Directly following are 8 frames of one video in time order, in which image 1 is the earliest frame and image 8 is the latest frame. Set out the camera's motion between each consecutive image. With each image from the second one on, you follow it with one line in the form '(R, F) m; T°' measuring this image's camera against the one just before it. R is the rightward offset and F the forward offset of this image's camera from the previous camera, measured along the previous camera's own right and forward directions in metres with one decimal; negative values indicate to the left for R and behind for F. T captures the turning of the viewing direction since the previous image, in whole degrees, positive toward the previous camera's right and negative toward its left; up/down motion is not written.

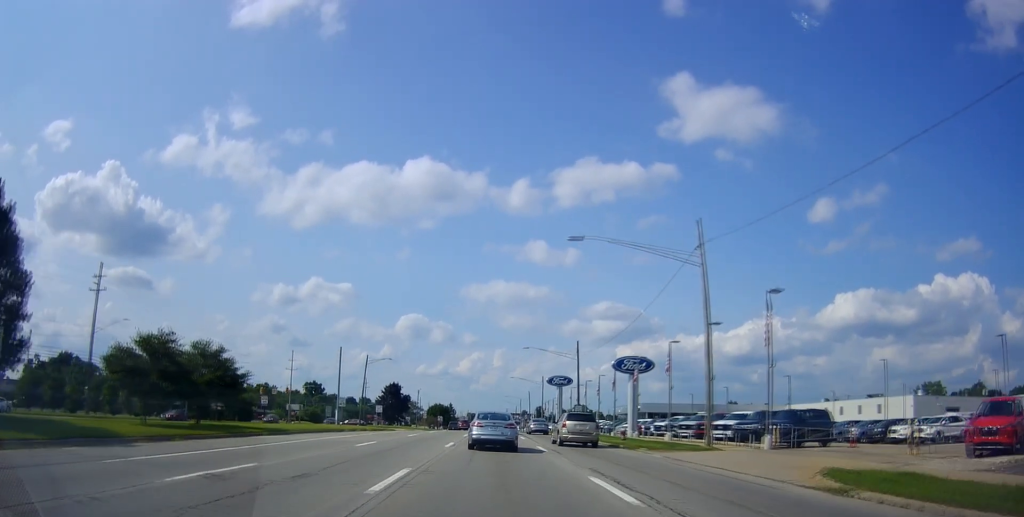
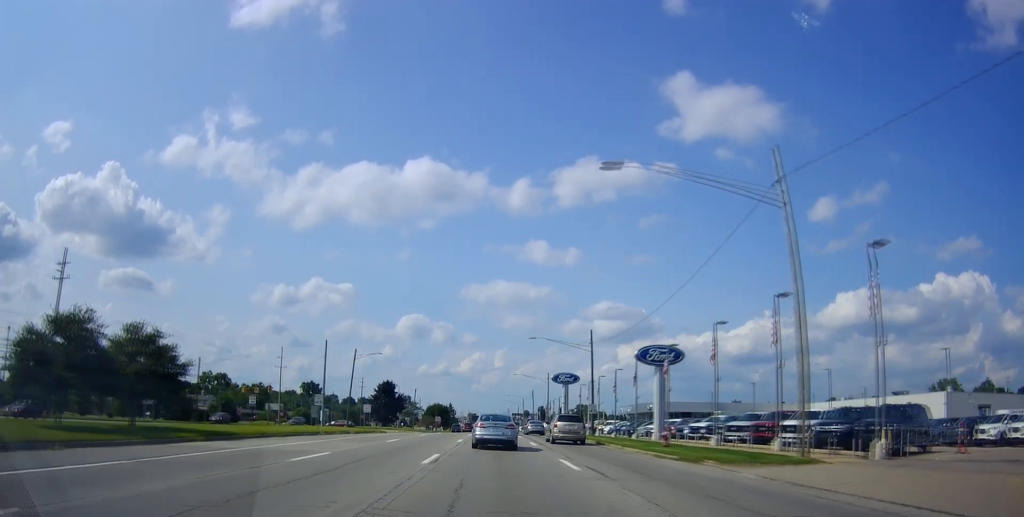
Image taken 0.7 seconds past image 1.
(-0.5, +8.4) m; 0°
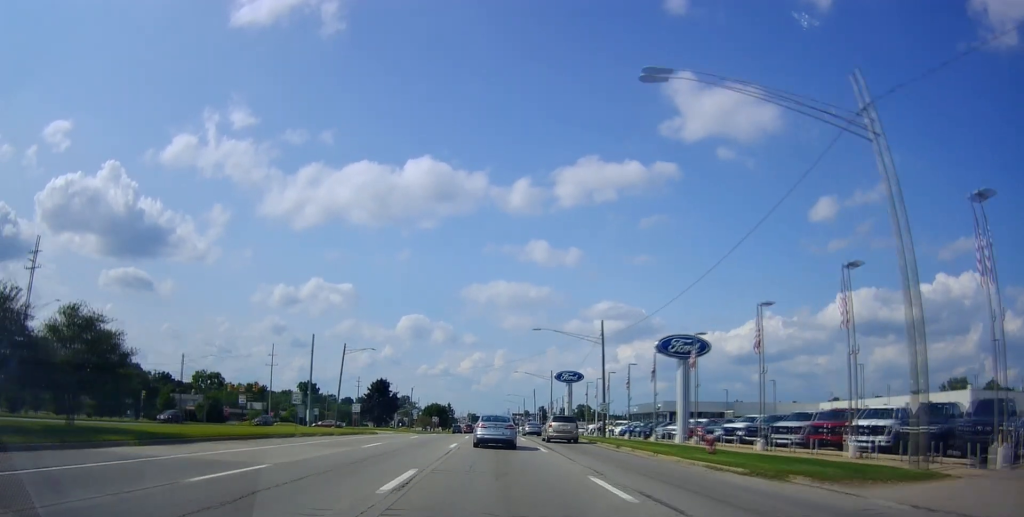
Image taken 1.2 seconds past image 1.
(-0.2, +5.8) m; +1°
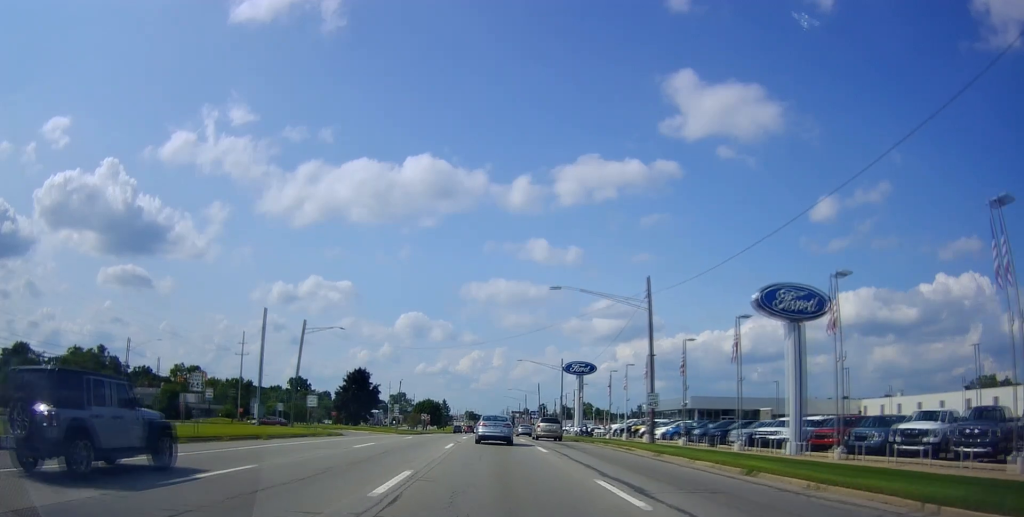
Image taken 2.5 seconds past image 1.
(+0.9, +15.9) m; +3°
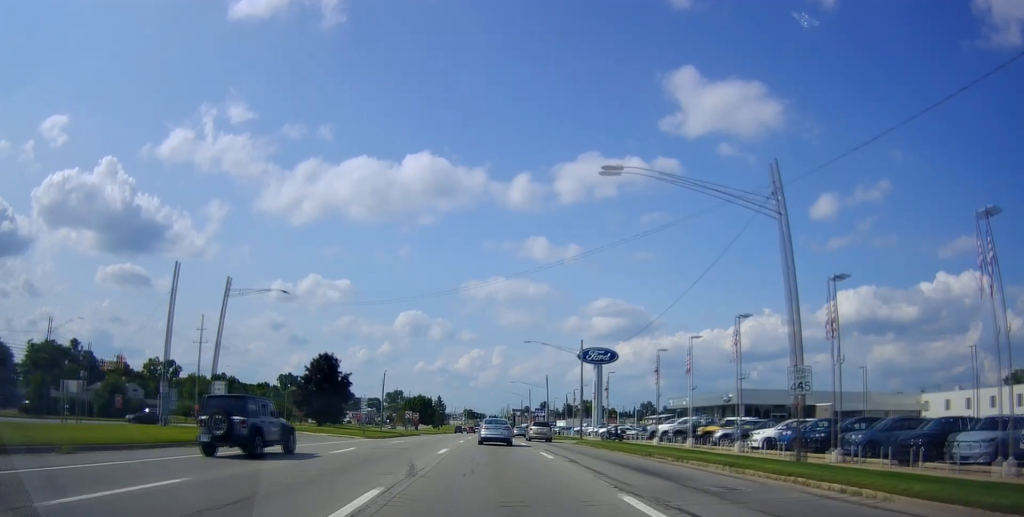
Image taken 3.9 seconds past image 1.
(0.0, +17.7) m; -1°
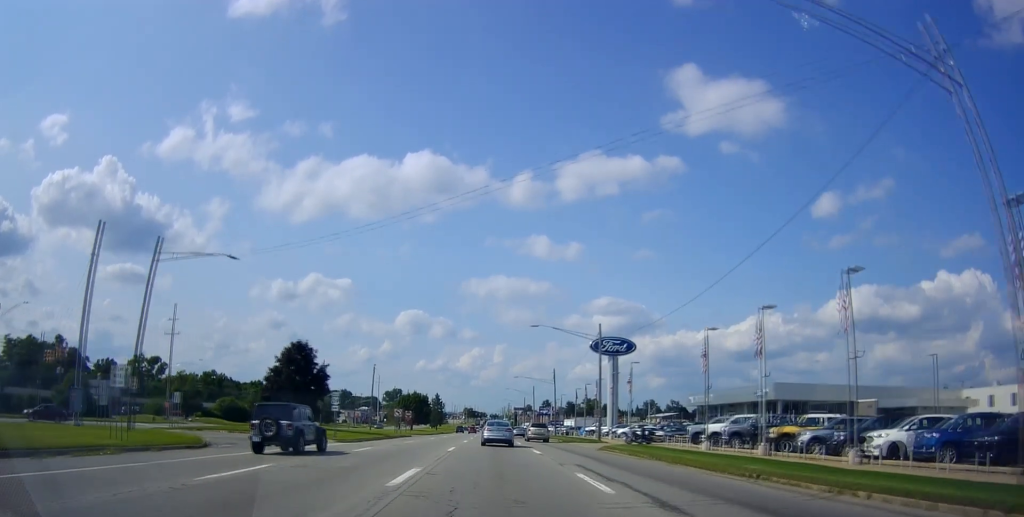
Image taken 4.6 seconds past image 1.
(-0.2, +10.1) m; 0°
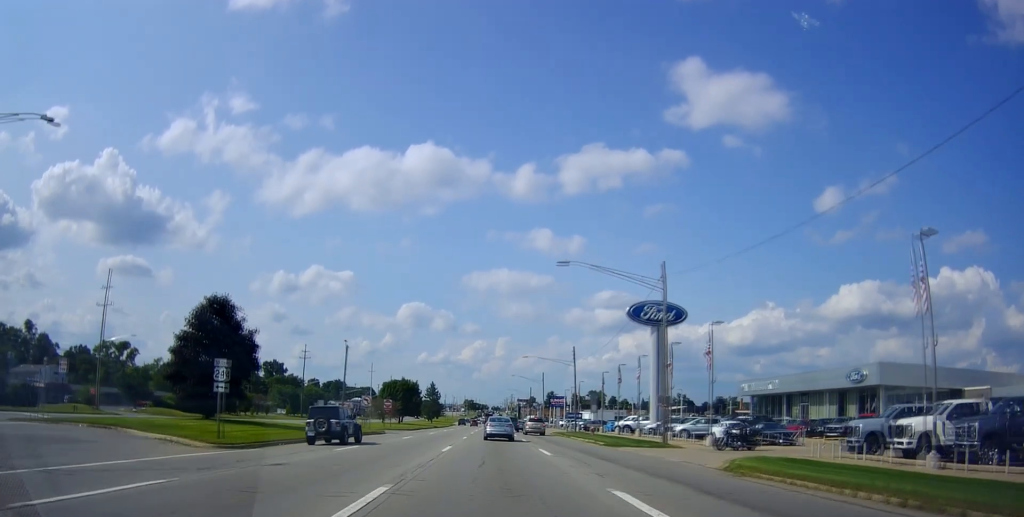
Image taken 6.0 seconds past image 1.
(+0.2, +19.1) m; +1°
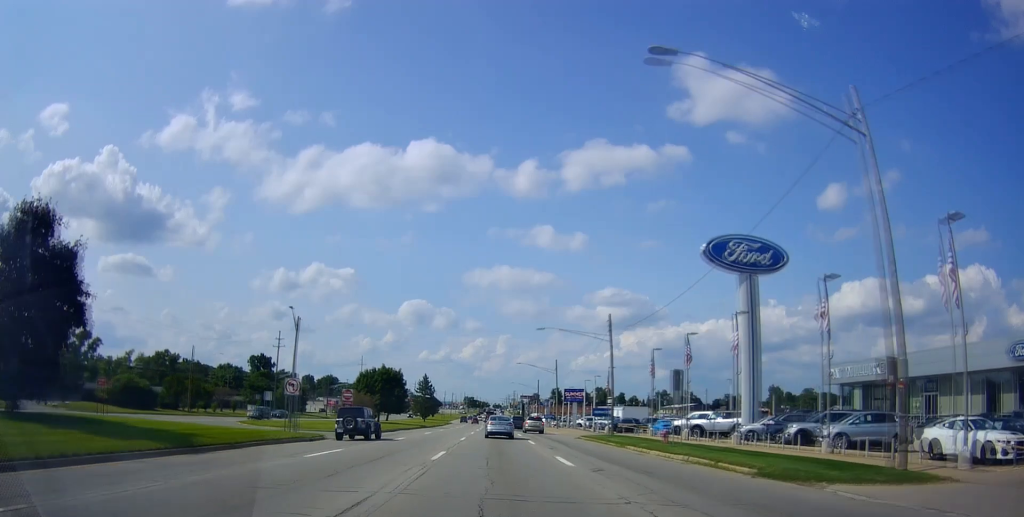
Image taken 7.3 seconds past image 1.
(+0.1, +20.0) m; 0°
